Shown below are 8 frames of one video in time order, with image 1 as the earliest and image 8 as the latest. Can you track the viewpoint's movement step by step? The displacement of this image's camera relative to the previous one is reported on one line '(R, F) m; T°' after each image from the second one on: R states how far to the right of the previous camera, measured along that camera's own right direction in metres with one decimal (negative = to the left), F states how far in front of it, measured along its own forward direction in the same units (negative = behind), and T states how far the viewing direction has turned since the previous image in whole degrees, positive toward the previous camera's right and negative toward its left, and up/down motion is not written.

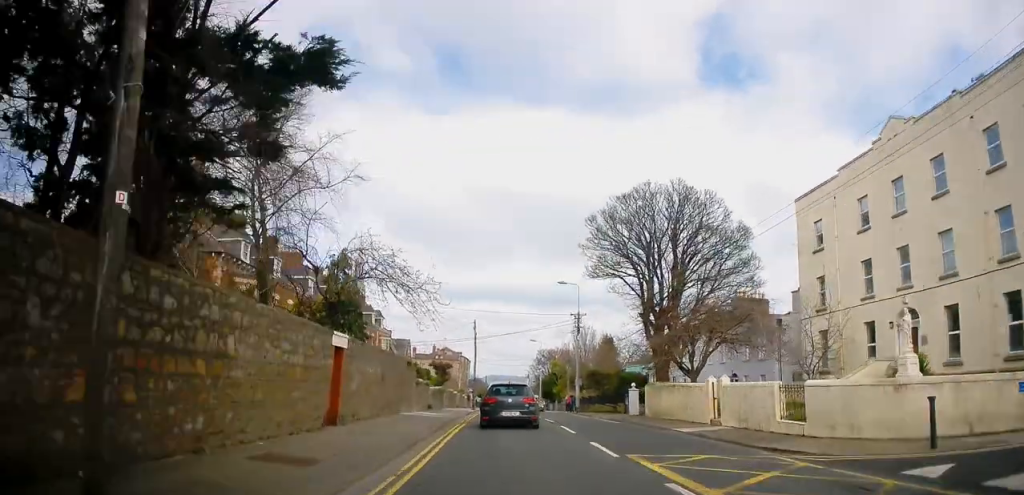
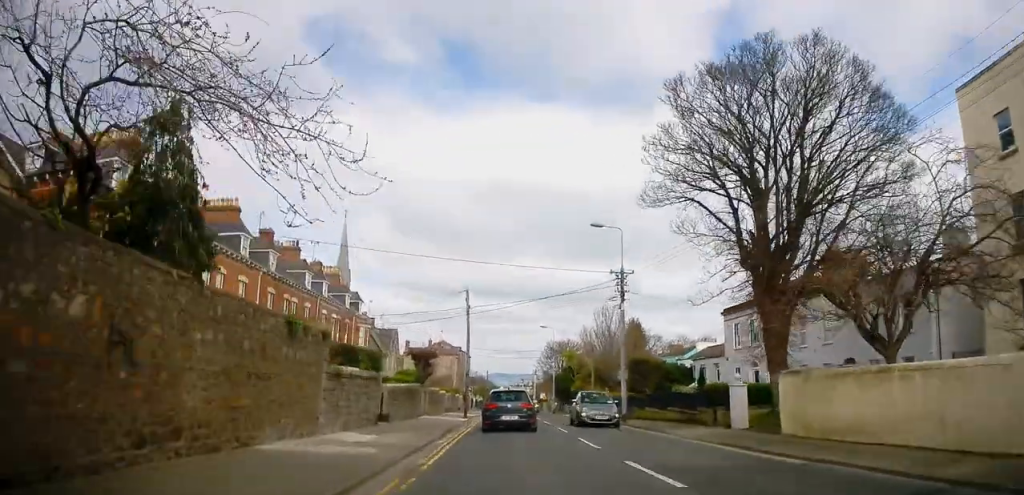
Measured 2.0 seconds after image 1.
(0.0, +16.0) m; -1°
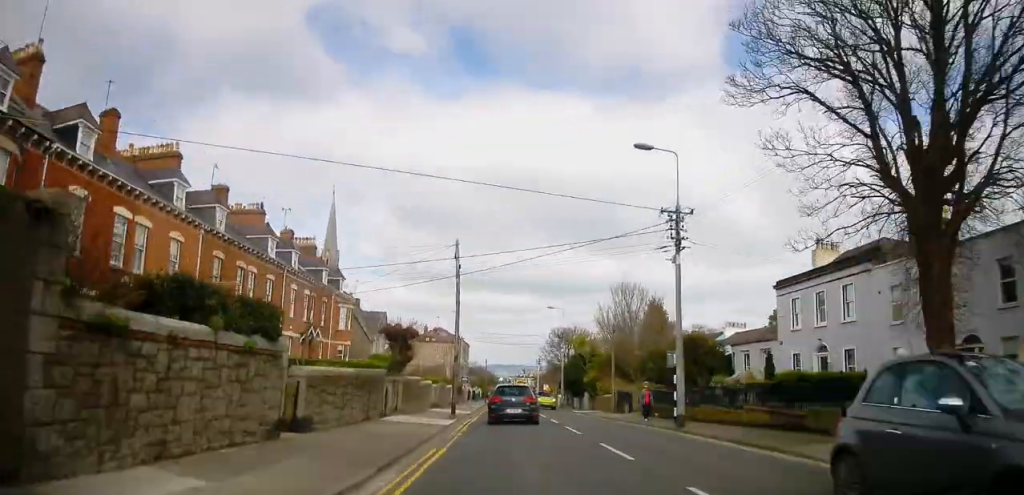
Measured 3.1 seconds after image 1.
(-0.1, +9.3) m; +1°
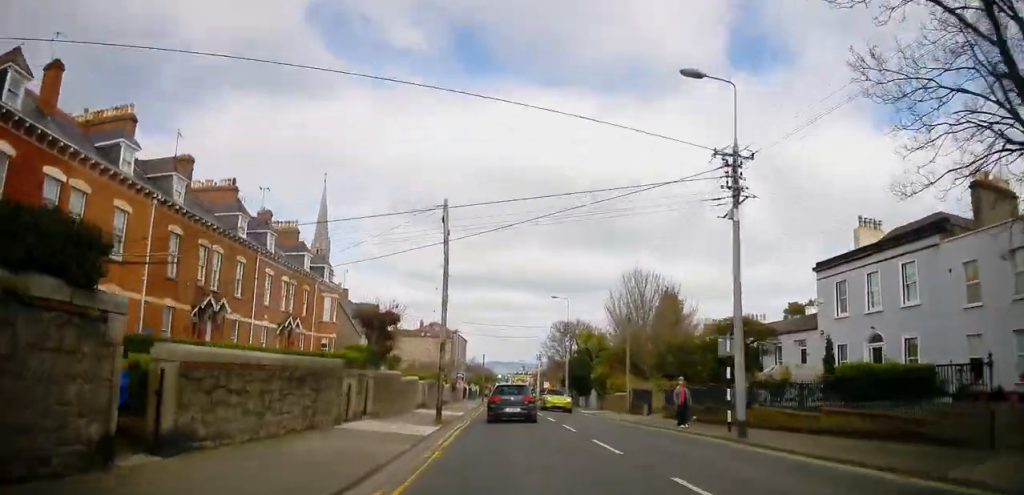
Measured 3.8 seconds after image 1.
(+0.1, +5.5) m; +1°
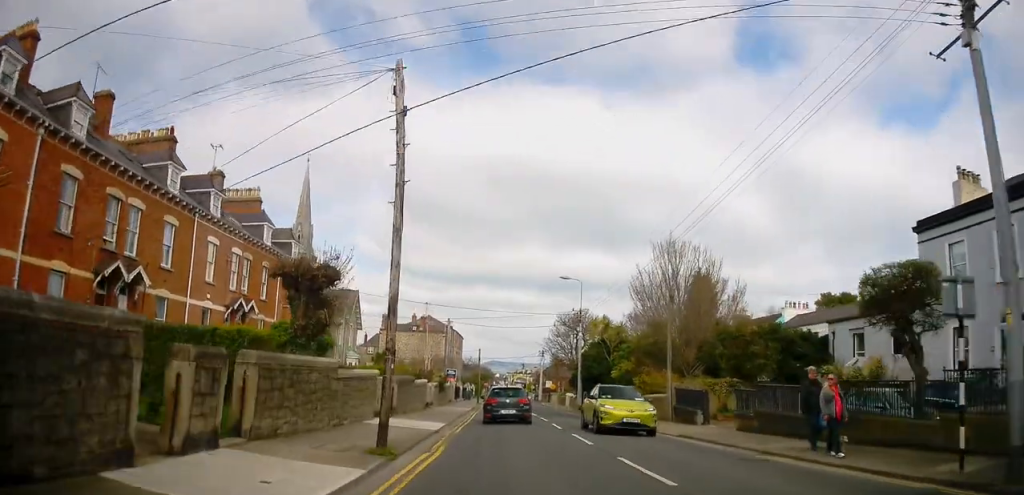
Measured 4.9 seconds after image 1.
(0.0, +9.7) m; 0°
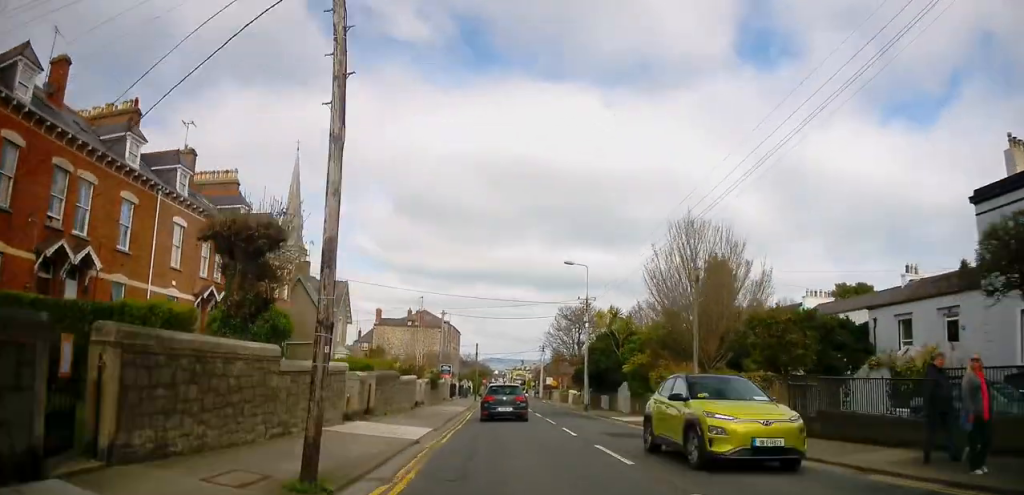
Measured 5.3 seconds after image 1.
(-0.1, +3.8) m; 0°
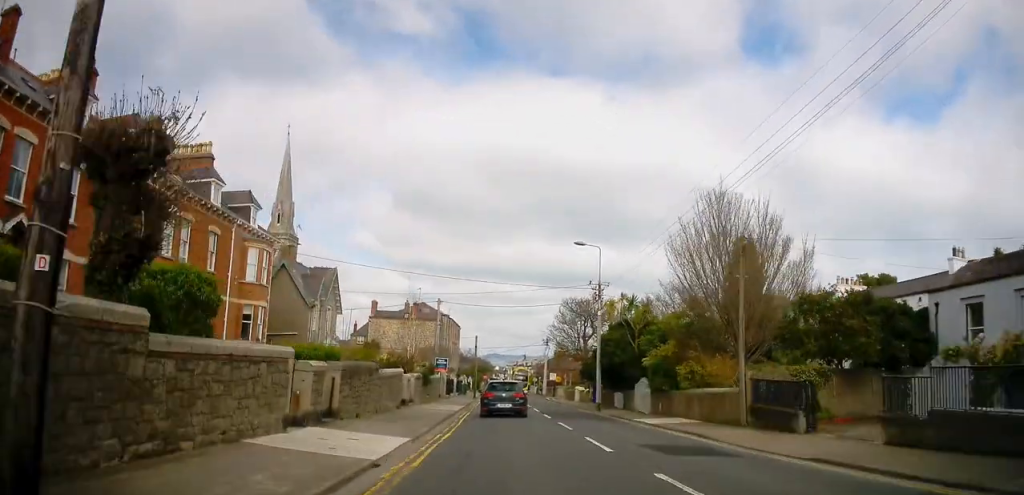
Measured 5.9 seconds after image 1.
(+0.1, +4.8) m; 0°
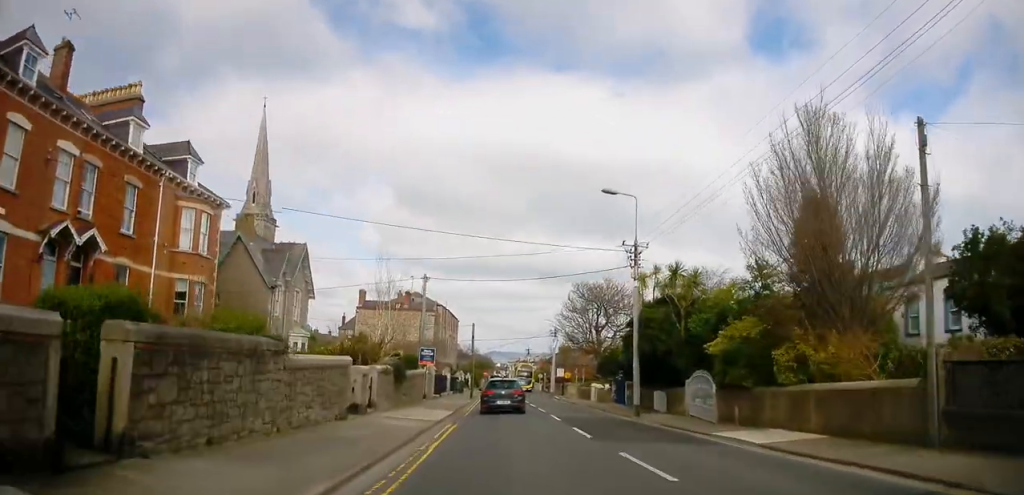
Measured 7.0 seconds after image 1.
(0.0, +9.2) m; -1°
